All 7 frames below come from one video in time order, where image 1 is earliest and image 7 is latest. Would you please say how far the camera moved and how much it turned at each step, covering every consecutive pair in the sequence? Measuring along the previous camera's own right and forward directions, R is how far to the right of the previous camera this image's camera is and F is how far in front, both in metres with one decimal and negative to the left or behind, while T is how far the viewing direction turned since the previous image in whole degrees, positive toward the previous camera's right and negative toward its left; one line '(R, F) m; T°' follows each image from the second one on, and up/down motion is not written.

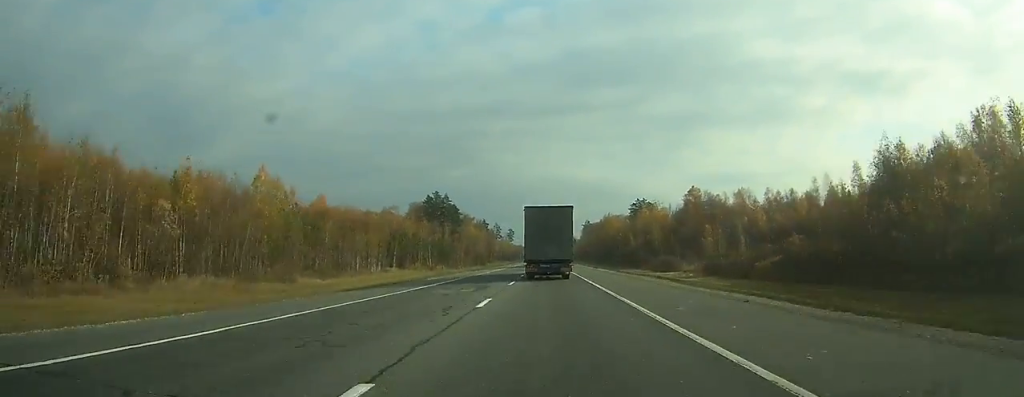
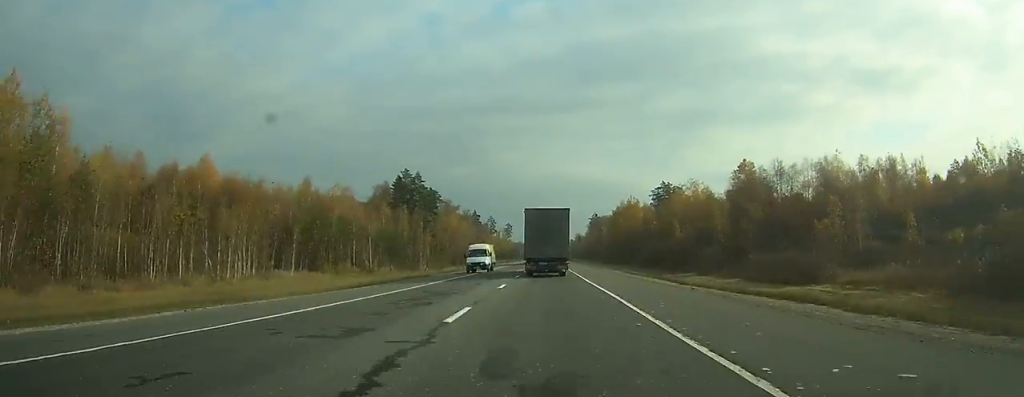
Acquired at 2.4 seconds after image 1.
(-0.1, +48.6) m; 0°
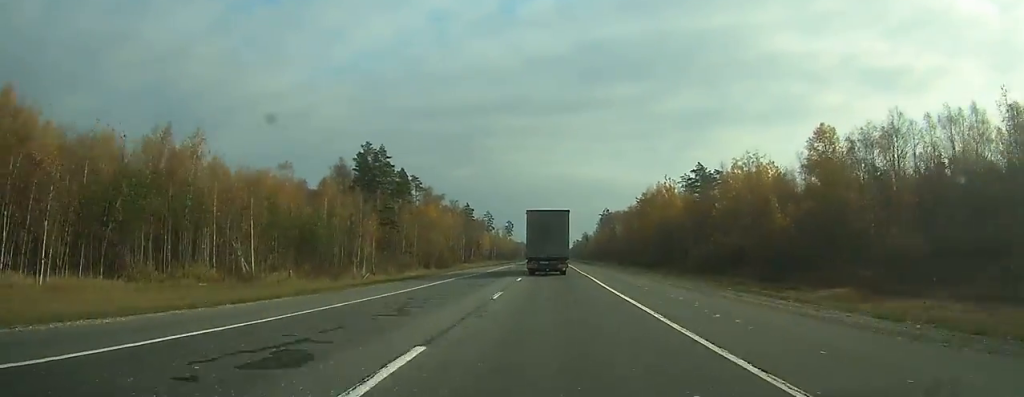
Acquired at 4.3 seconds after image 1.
(-0.2, +36.4) m; 0°
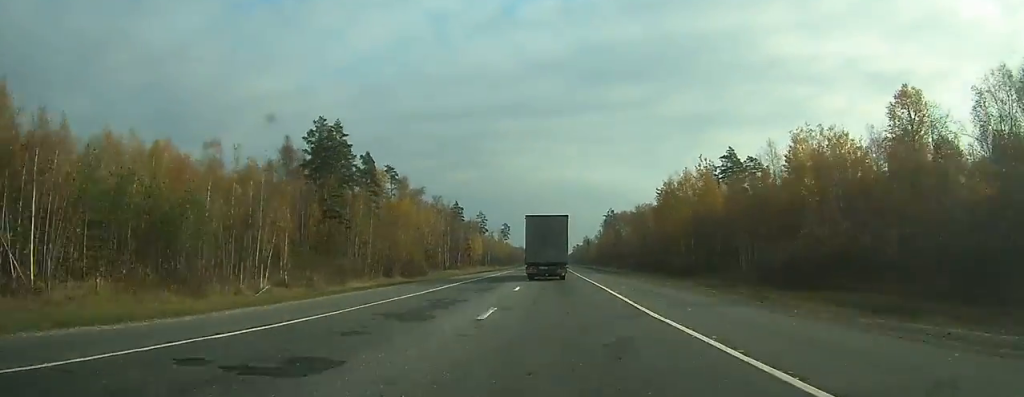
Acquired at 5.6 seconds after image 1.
(0.0, +25.3) m; 0°
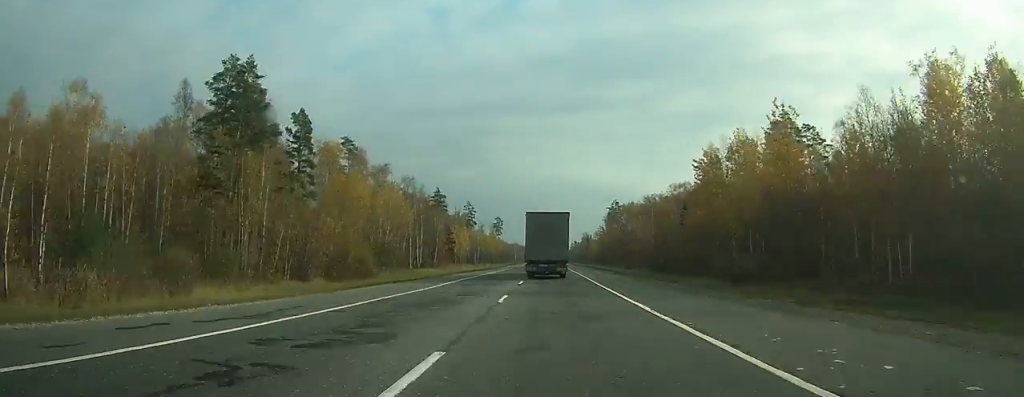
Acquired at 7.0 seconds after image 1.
(+0.1, +29.3) m; 0°
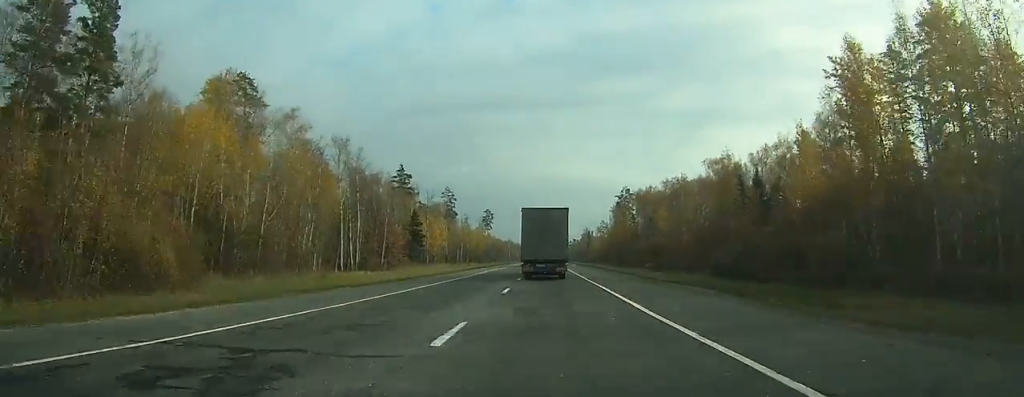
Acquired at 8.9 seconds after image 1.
(+0.1, +41.4) m; 0°
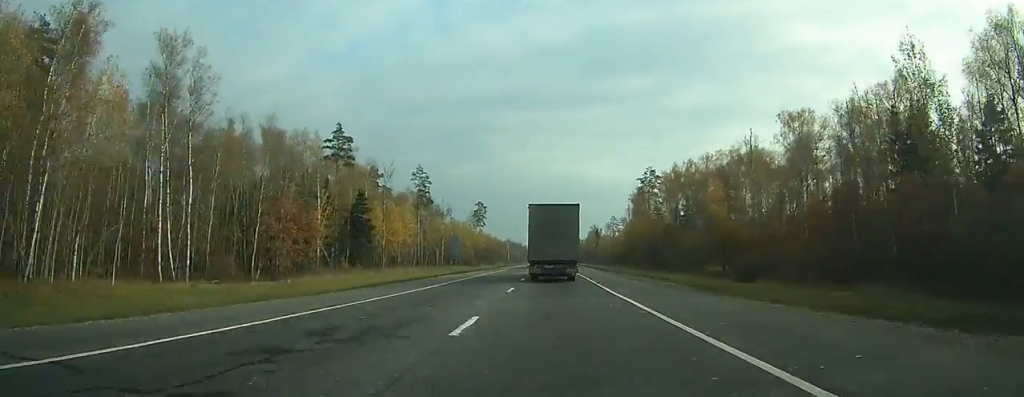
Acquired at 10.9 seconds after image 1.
(0.0, +46.3) m; 0°
